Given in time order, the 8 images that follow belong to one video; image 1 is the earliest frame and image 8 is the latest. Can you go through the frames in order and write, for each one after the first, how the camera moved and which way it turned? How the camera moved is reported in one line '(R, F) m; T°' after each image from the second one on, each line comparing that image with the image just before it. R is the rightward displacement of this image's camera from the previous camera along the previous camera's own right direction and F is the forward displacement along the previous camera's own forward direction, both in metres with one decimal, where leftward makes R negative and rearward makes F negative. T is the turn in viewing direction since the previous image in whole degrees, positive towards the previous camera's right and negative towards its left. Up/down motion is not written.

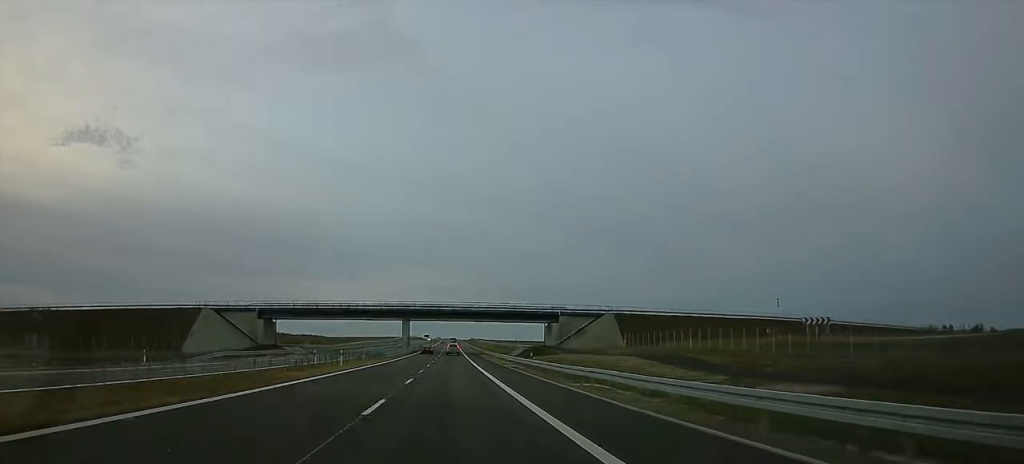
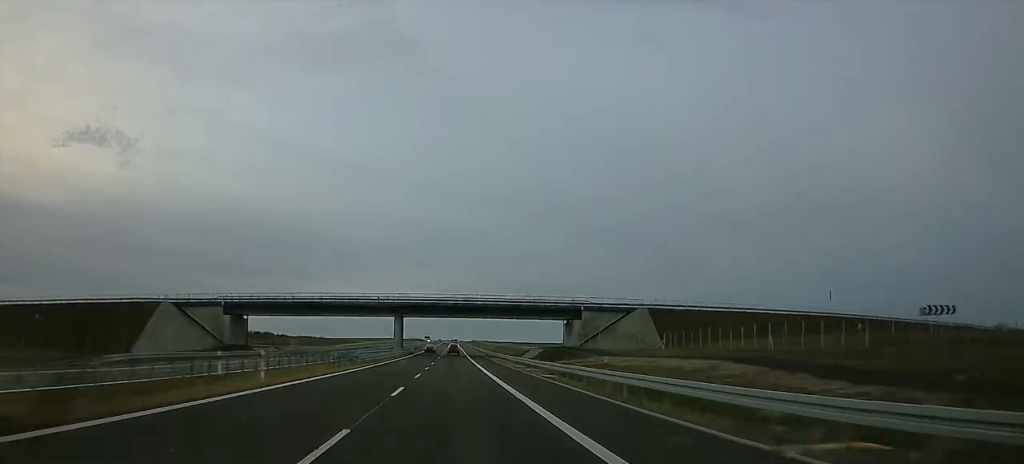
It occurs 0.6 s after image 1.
(0.0, +18.4) m; 0°
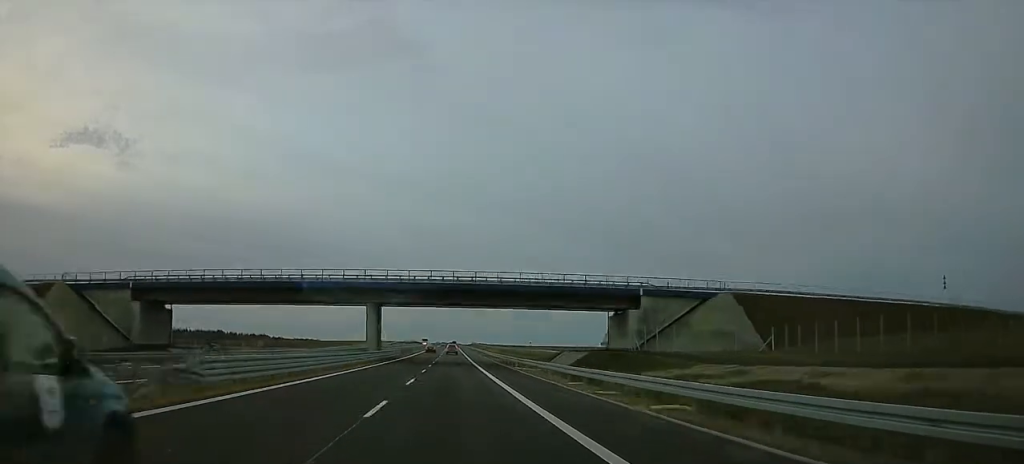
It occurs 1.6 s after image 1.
(0.0, +29.7) m; 0°
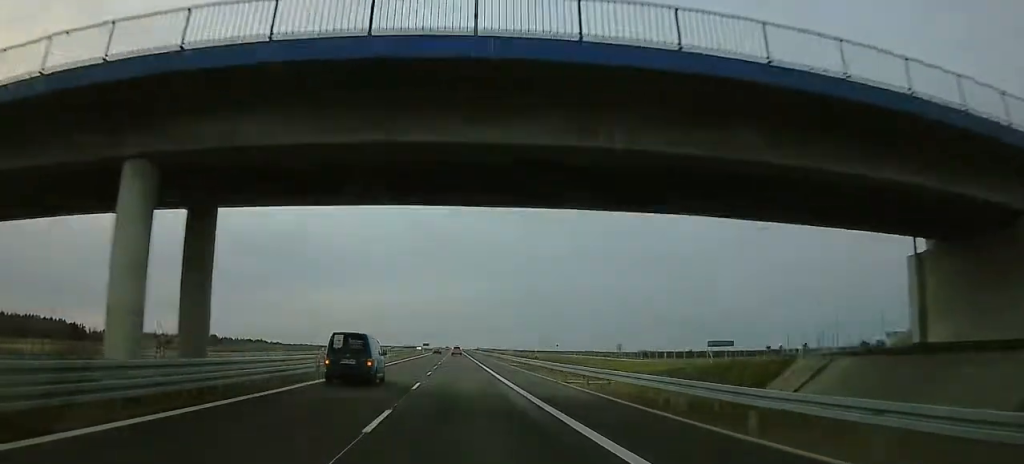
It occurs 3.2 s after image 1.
(0.0, +50.2) m; 0°
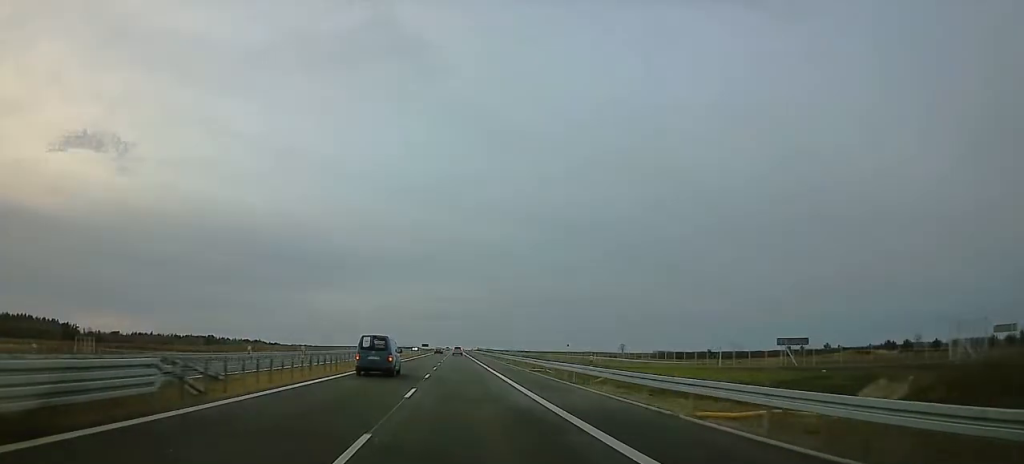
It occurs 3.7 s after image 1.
(0.0, +16.3) m; 0°
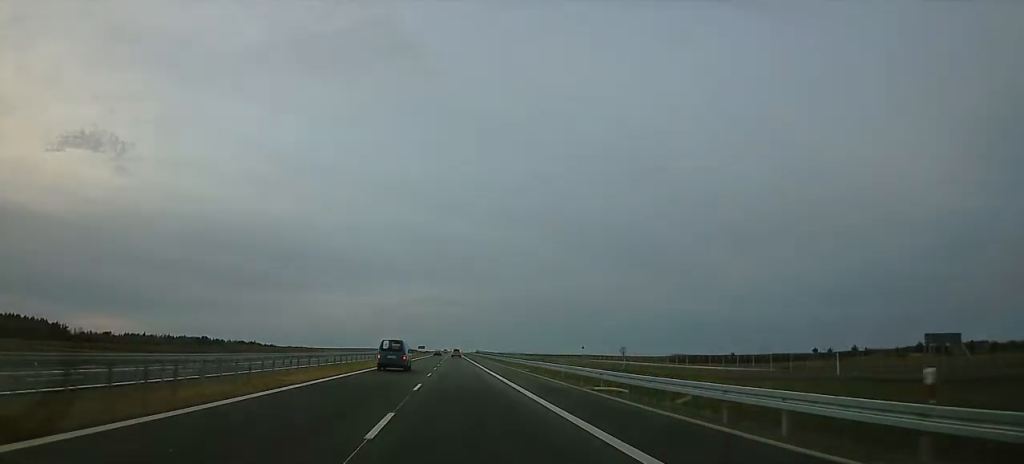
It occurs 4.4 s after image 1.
(+0.1, +20.4) m; 0°
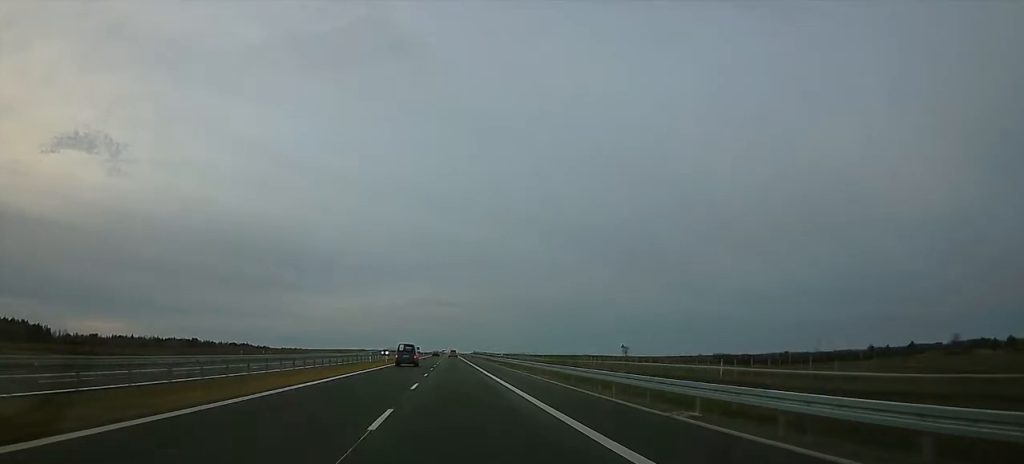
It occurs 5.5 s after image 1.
(+0.1, +34.6) m; 0°
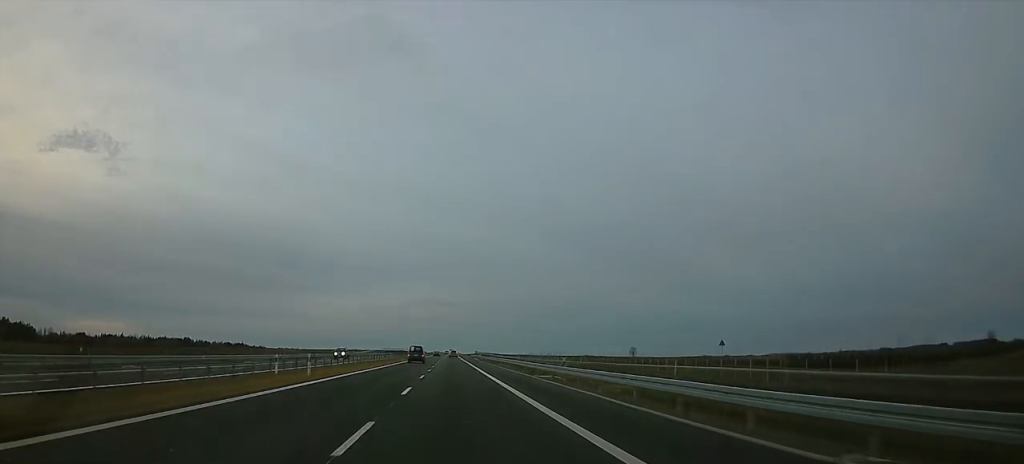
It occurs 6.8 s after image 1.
(0.0, +38.7) m; 0°
